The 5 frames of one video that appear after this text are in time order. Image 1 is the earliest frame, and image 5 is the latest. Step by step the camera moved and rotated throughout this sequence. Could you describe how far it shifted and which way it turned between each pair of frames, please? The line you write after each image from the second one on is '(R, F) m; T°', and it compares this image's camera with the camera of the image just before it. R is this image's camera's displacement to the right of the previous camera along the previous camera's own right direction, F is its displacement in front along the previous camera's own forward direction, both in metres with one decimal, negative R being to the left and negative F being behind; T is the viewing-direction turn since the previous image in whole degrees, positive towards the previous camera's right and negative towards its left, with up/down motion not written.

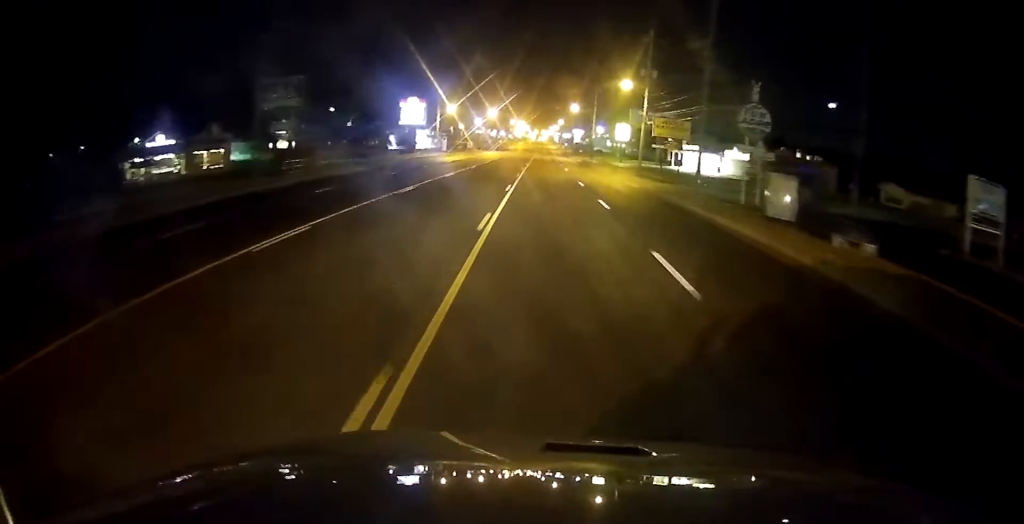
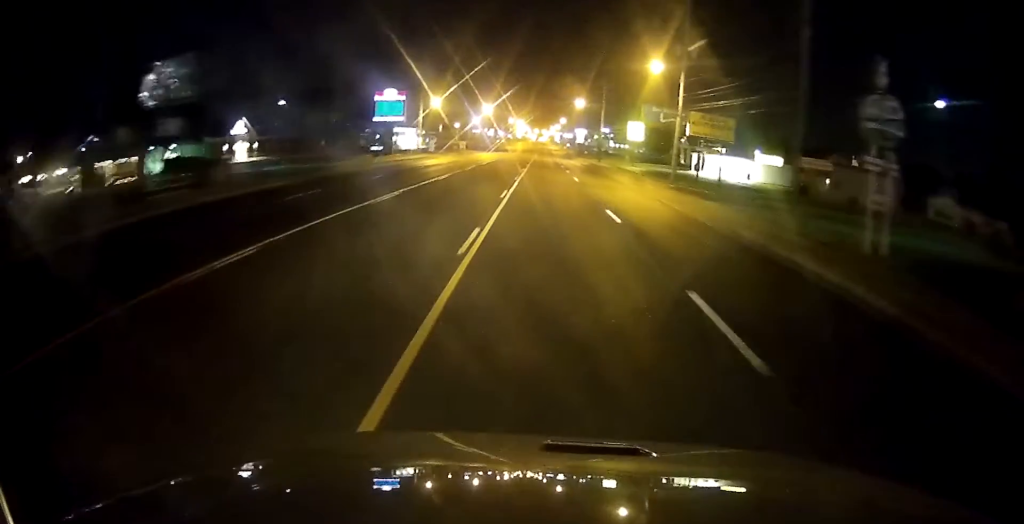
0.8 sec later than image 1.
(0.0, +15.5) m; +1°
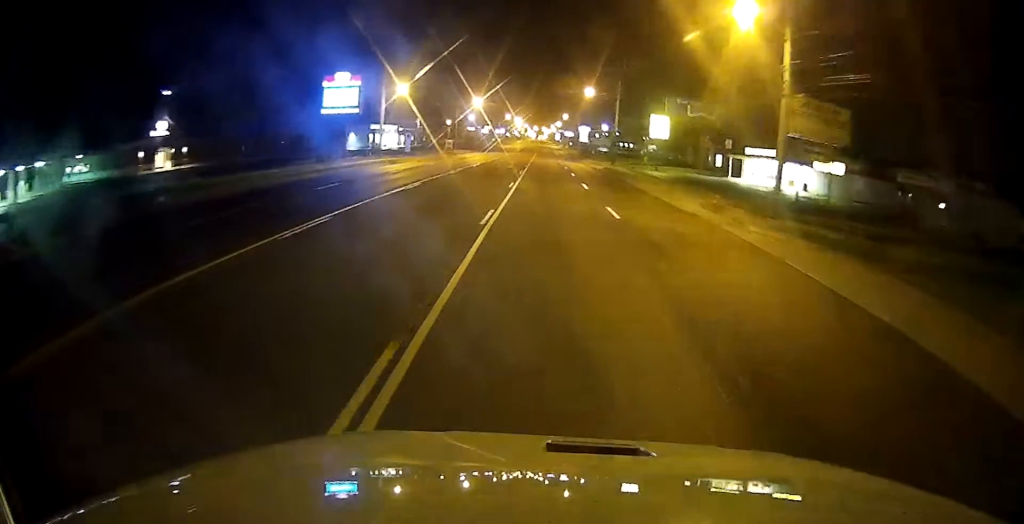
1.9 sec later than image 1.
(+0.4, +20.8) m; +1°
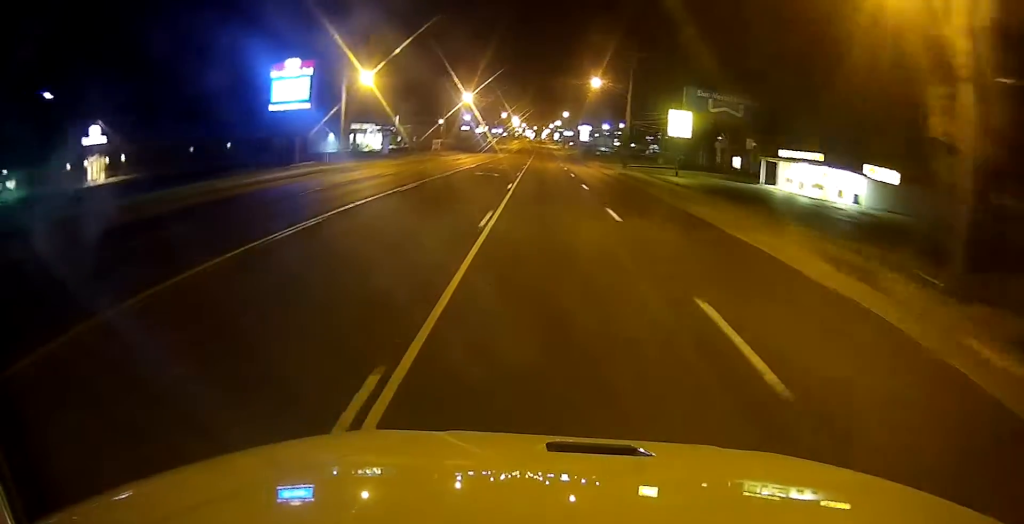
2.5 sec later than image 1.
(+0.1, +12.9) m; -1°
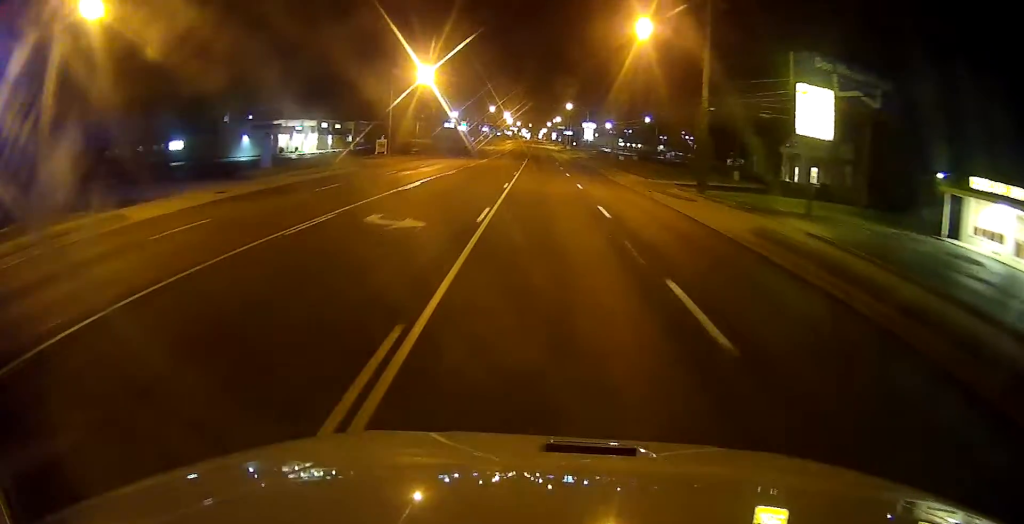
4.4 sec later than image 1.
(-0.8, +35.2) m; +1°
